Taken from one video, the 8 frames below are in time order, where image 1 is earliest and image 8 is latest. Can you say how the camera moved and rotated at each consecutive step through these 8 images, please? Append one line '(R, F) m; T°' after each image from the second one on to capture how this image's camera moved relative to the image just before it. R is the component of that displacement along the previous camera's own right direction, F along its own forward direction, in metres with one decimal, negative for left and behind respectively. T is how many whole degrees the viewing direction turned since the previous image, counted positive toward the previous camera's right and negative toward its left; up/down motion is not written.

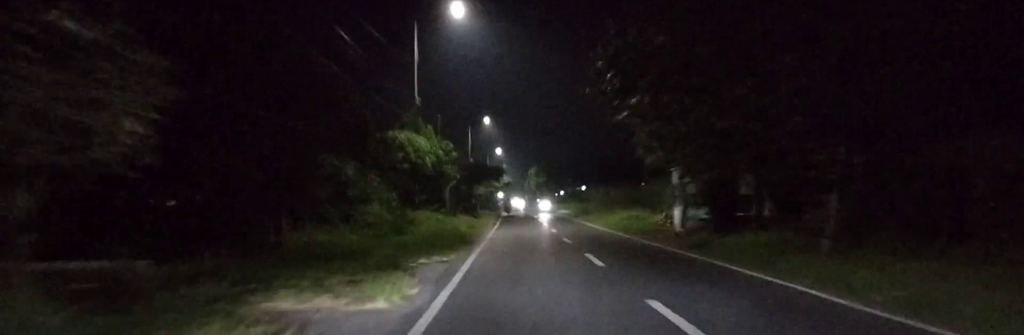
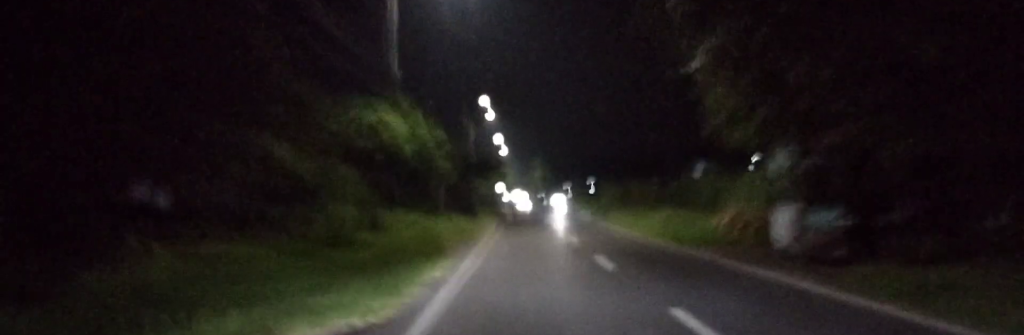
(0.0, +8.8) m; +1°
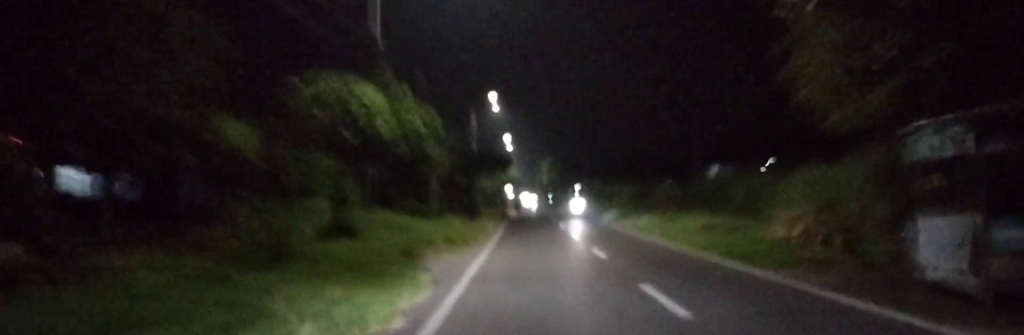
(+0.3, +4.9) m; 0°
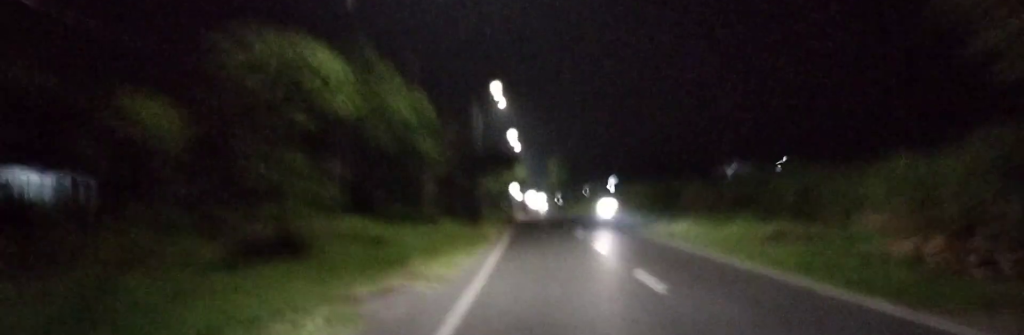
(0.0, +4.9) m; 0°
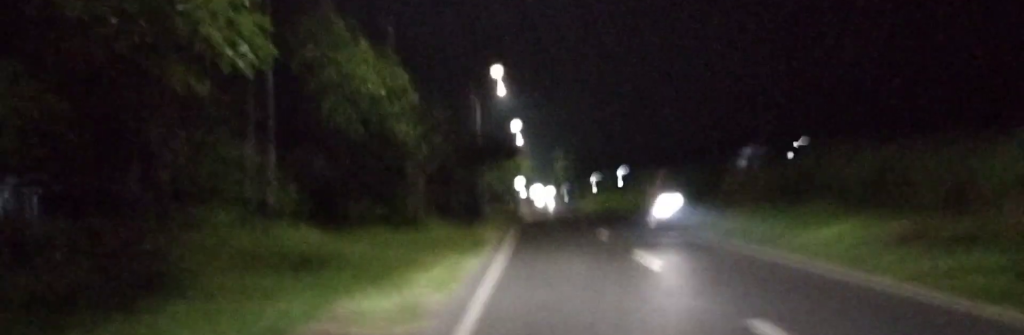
(-0.2, +6.1) m; -1°
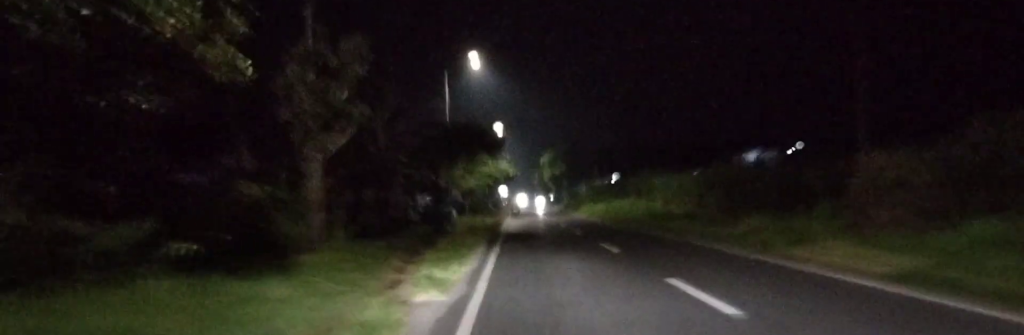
(-0.1, +11.8) m; 0°
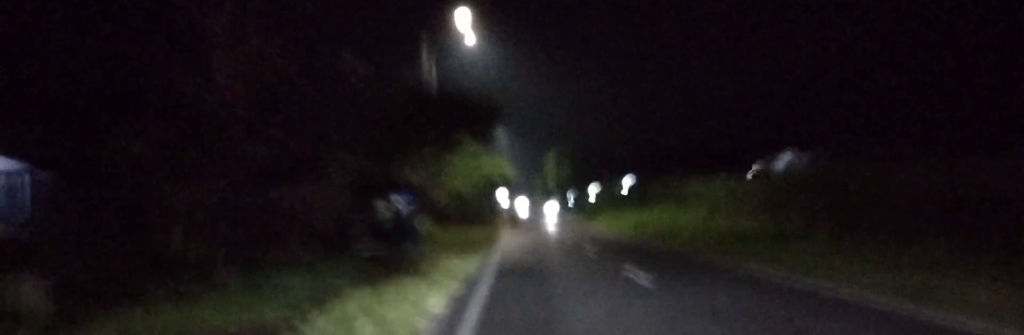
(+0.2, +11.1) m; +1°
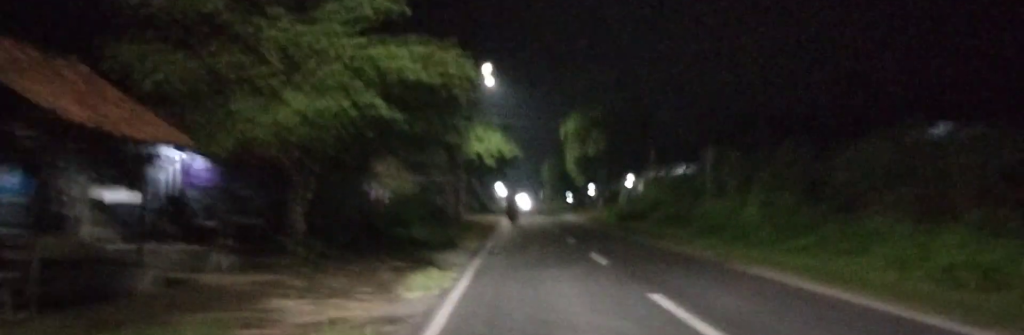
(+0.2, +35.1) m; 0°
